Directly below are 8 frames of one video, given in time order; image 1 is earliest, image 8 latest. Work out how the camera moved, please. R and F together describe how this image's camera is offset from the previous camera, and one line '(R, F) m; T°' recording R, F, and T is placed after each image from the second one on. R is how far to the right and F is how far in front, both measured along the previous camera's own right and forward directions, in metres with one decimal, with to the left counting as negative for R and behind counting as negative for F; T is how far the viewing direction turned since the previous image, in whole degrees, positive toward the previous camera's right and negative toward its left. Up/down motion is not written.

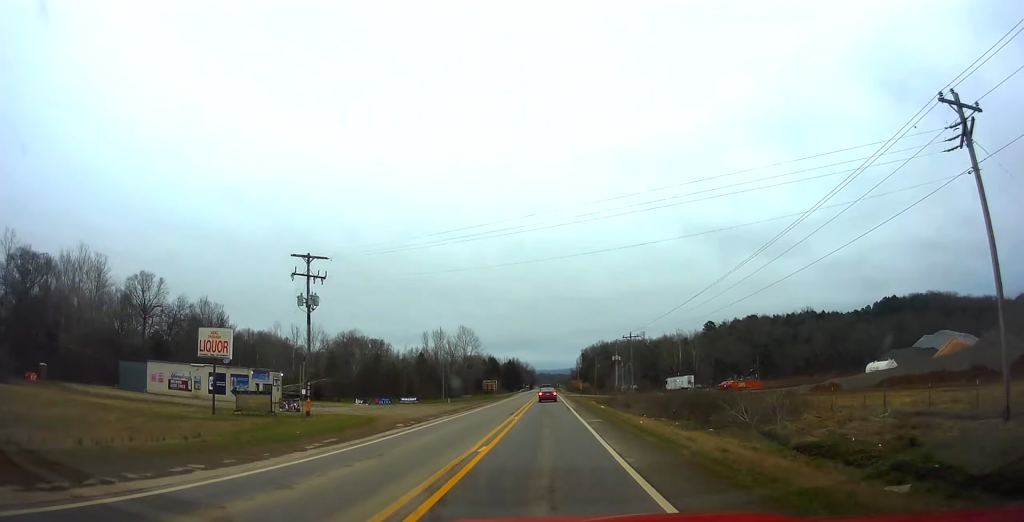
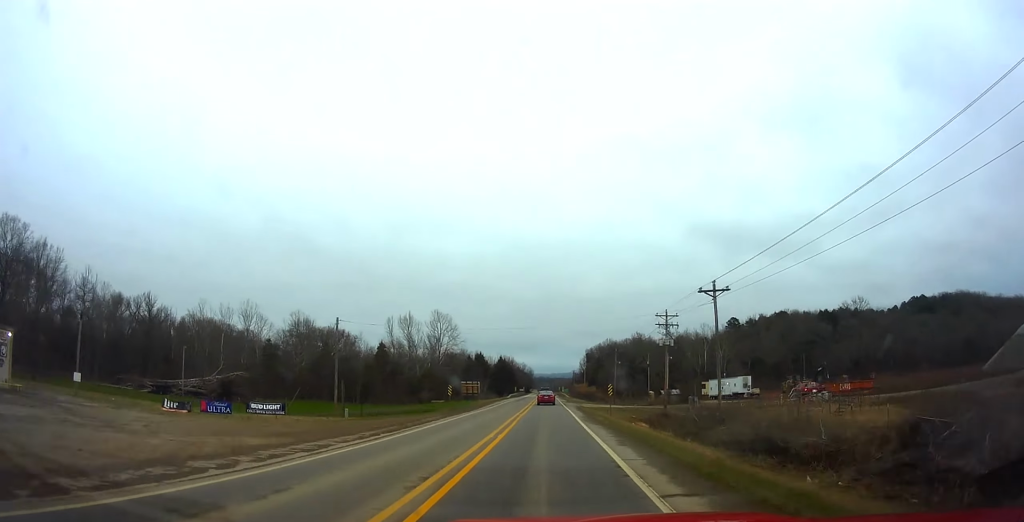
(+0.6, +41.9) m; 0°
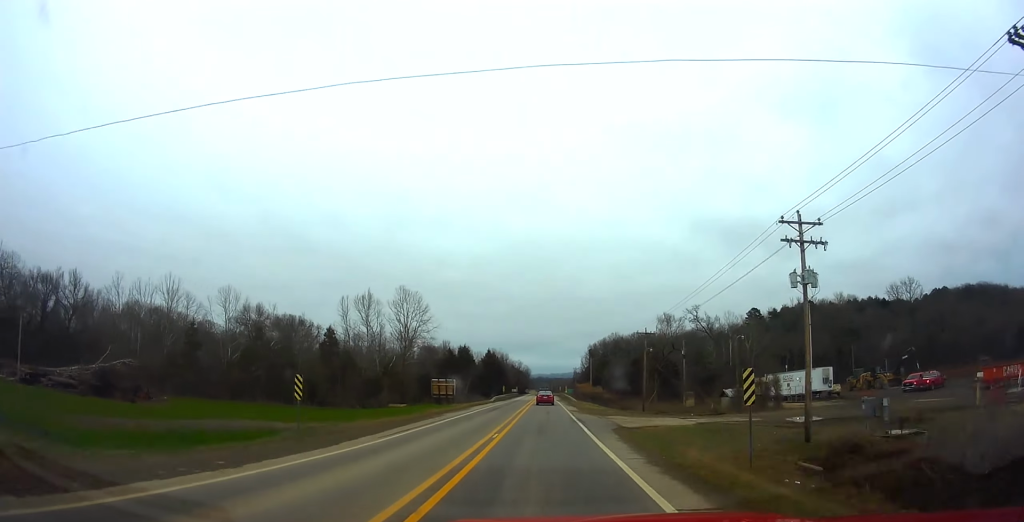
(-0.3, +32.7) m; 0°
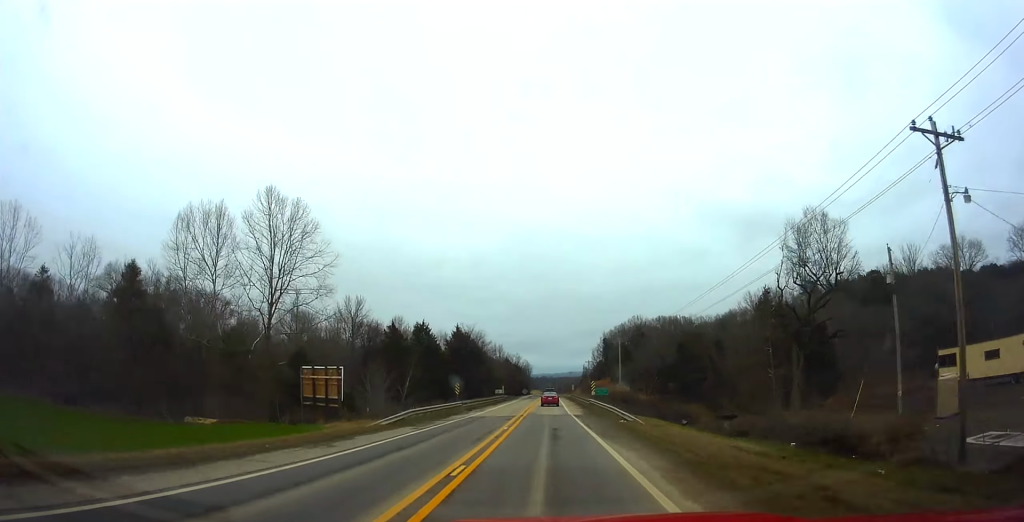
(-0.1, +55.9) m; 0°
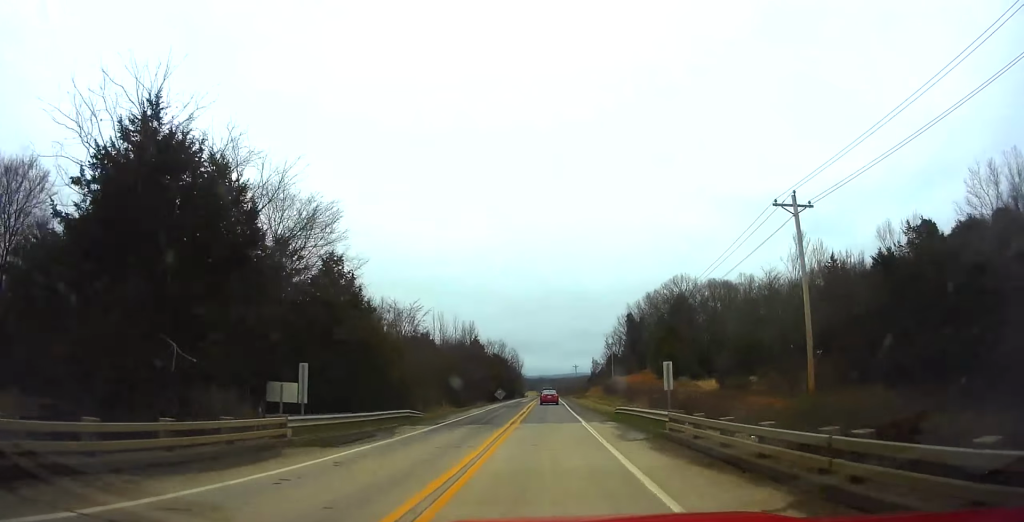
(+0.7, +74.3) m; 0°
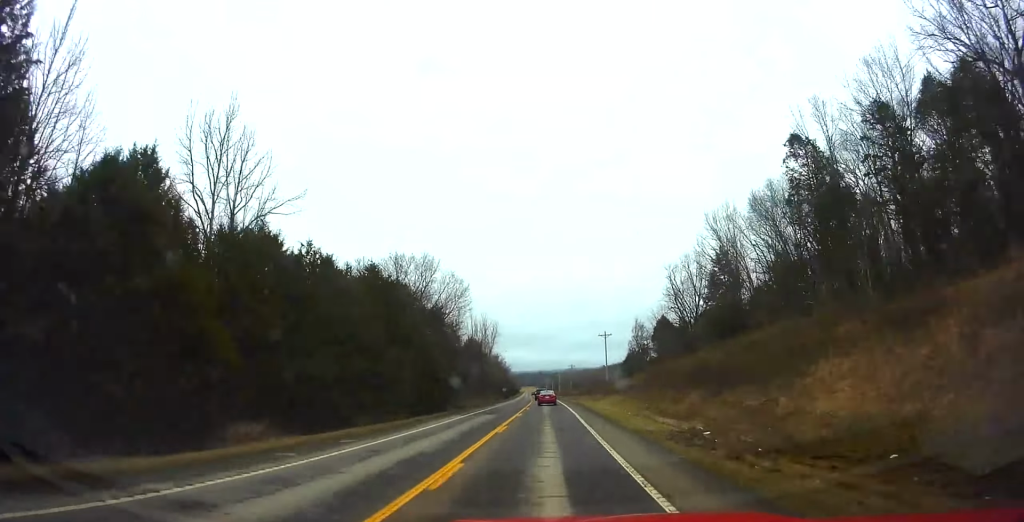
(-0.6, +108.8) m; -1°
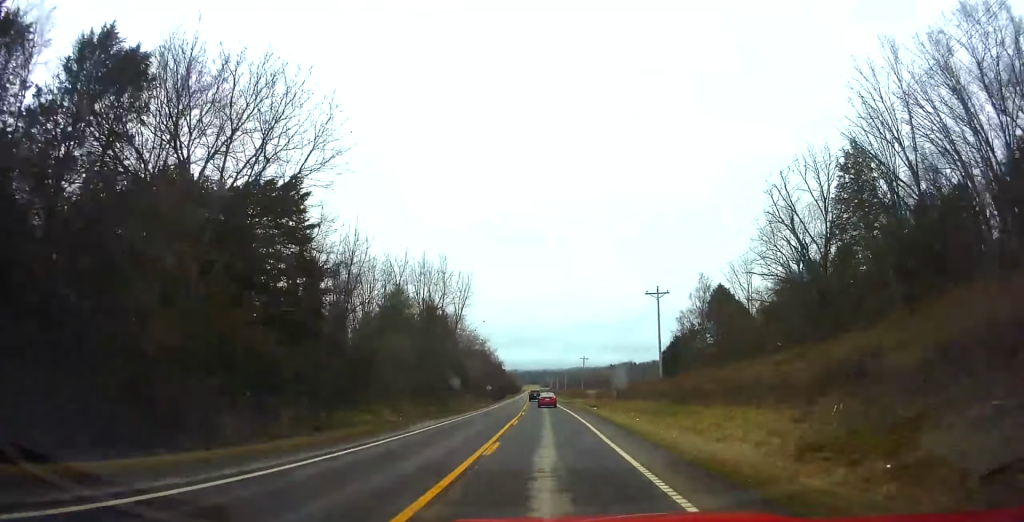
(+0.4, +43.5) m; -1°
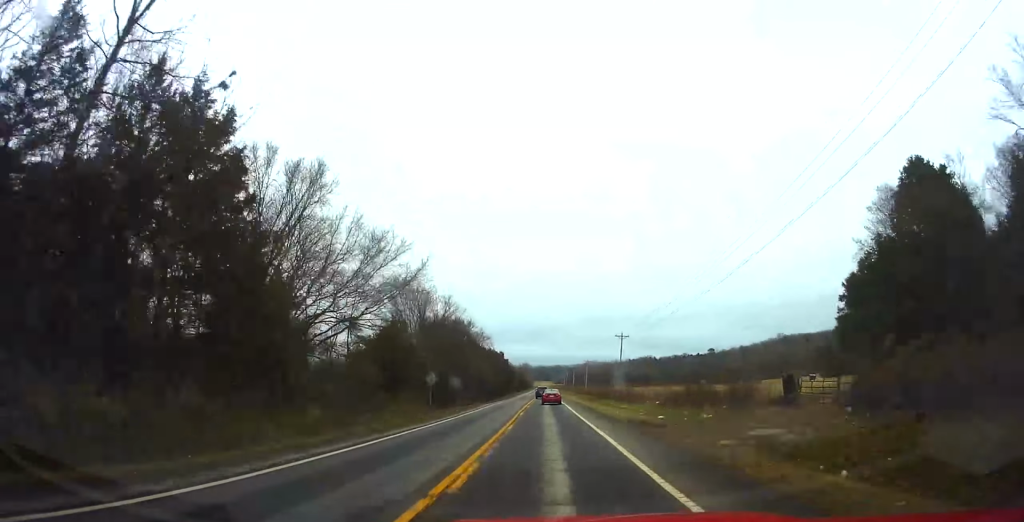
(-0.9, +53.8) m; -1°
